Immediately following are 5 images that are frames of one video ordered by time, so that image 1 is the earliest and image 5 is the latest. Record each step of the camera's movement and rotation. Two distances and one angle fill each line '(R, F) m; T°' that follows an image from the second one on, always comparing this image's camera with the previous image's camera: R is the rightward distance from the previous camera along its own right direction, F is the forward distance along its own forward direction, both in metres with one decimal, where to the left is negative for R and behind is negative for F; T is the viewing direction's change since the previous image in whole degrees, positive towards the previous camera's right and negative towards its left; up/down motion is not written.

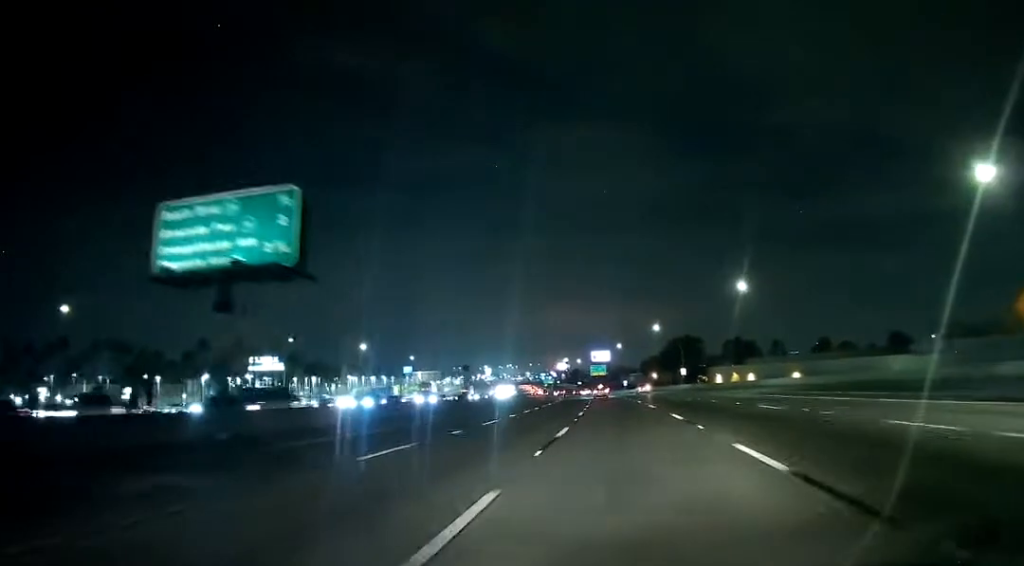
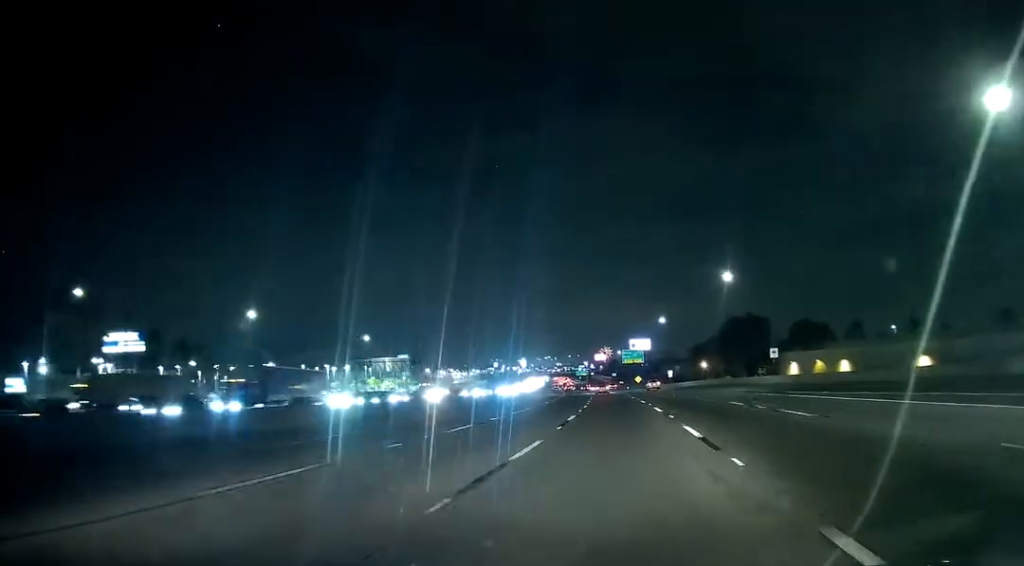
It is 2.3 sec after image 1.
(-2.8, +64.4) m; -4°
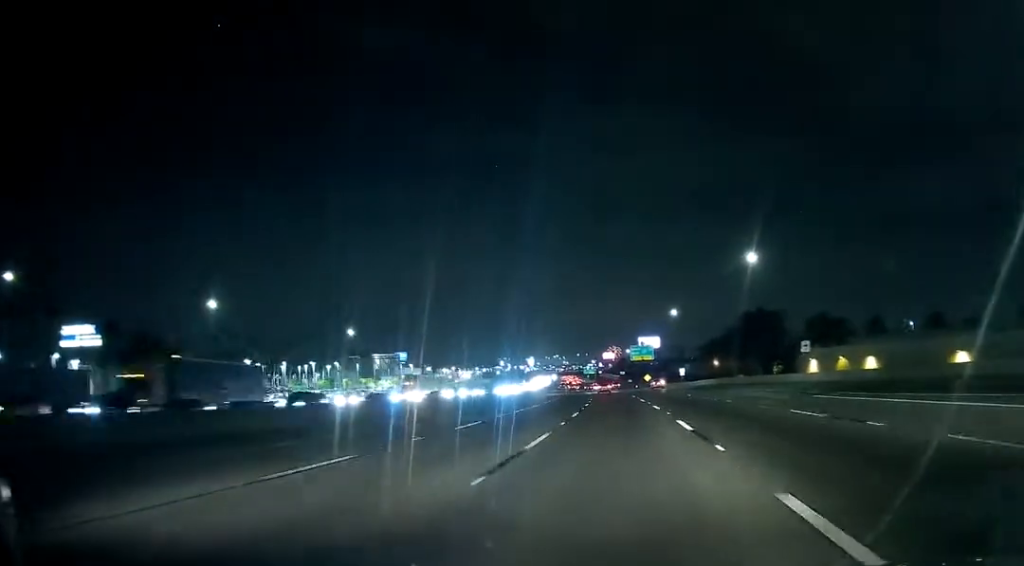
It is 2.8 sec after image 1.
(+0.1, +13.3) m; -1°
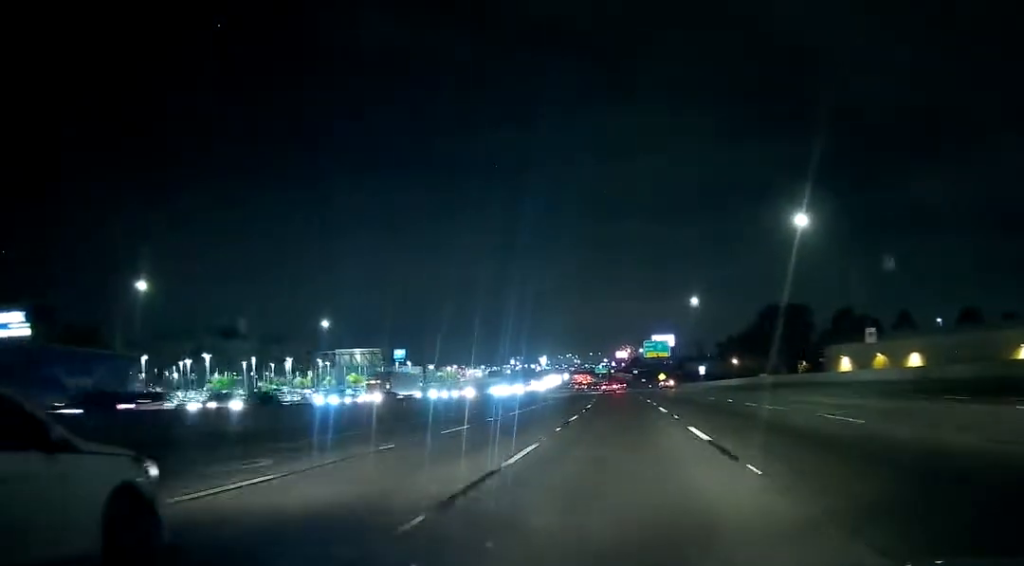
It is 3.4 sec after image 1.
(-0.3, +17.3) m; -1°
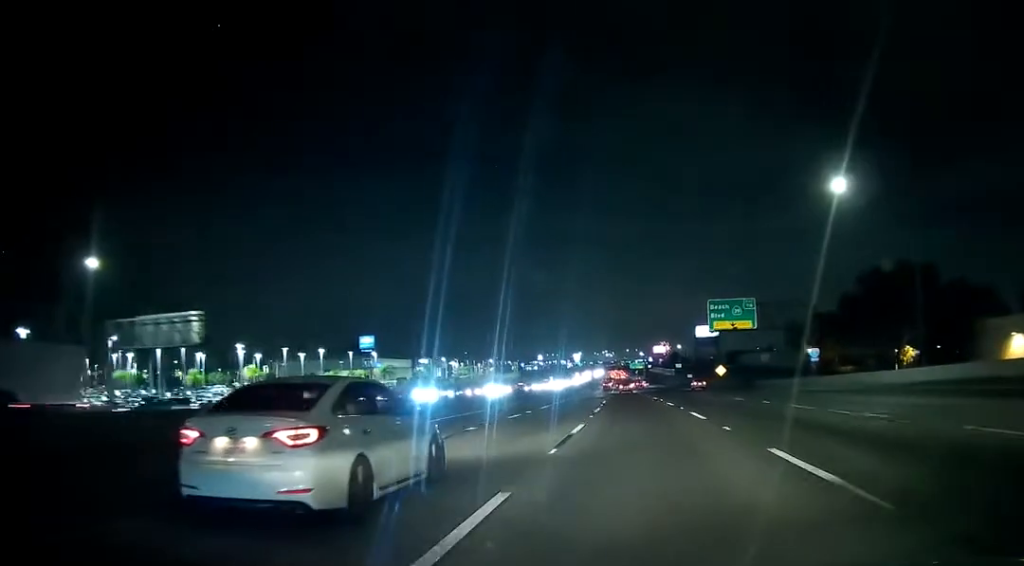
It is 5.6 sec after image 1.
(-1.7, +66.0) m; -2°
